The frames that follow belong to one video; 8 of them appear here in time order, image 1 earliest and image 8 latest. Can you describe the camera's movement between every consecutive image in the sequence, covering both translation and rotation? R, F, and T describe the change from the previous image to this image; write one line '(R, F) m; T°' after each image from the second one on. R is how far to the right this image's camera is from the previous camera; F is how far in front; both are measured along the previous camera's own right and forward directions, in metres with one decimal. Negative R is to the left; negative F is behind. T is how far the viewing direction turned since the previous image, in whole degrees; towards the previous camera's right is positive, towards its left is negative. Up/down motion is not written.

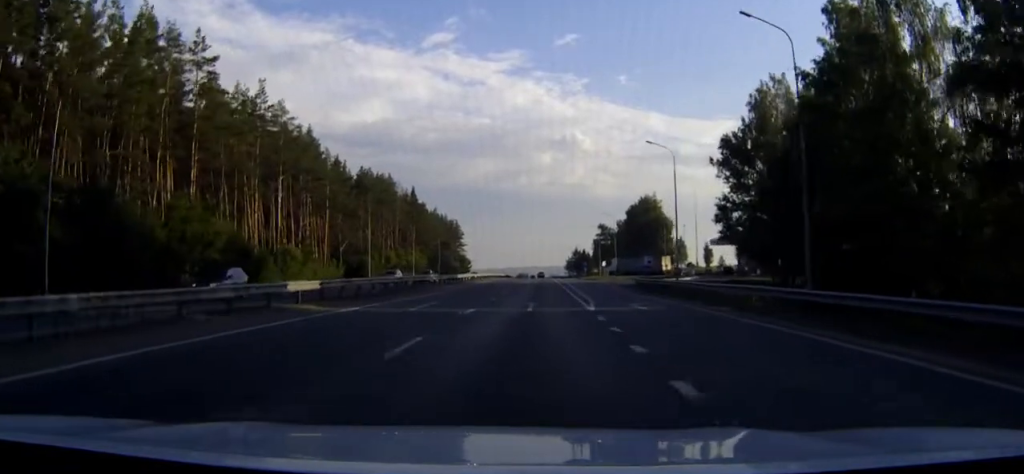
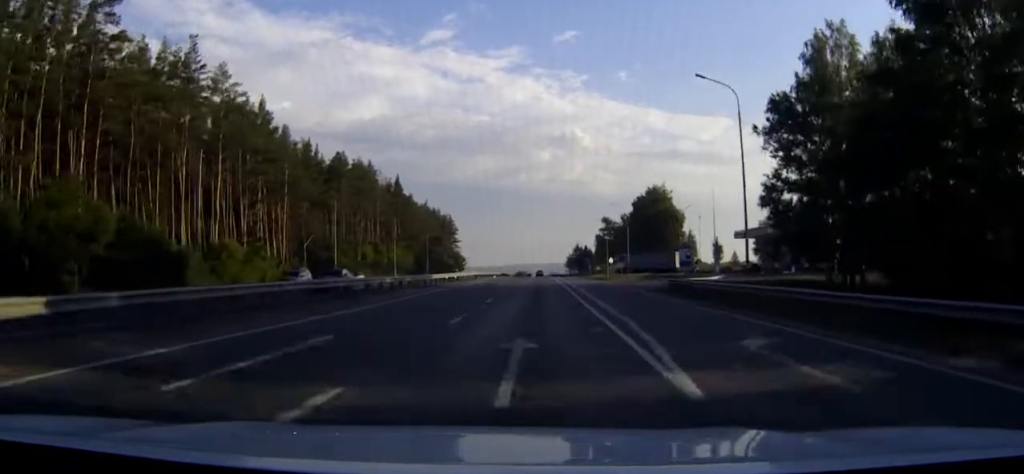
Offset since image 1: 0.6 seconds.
(0.0, +16.4) m; 0°
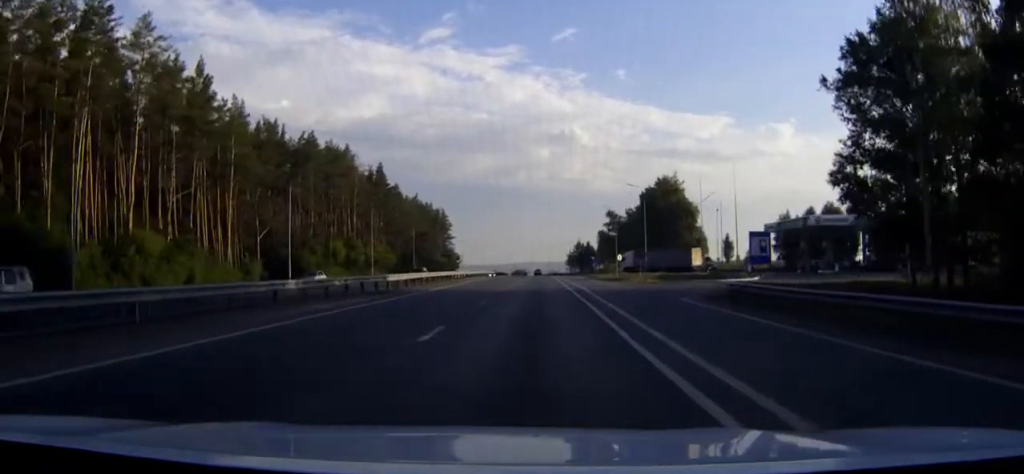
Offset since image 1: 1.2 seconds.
(0.0, +15.6) m; 0°
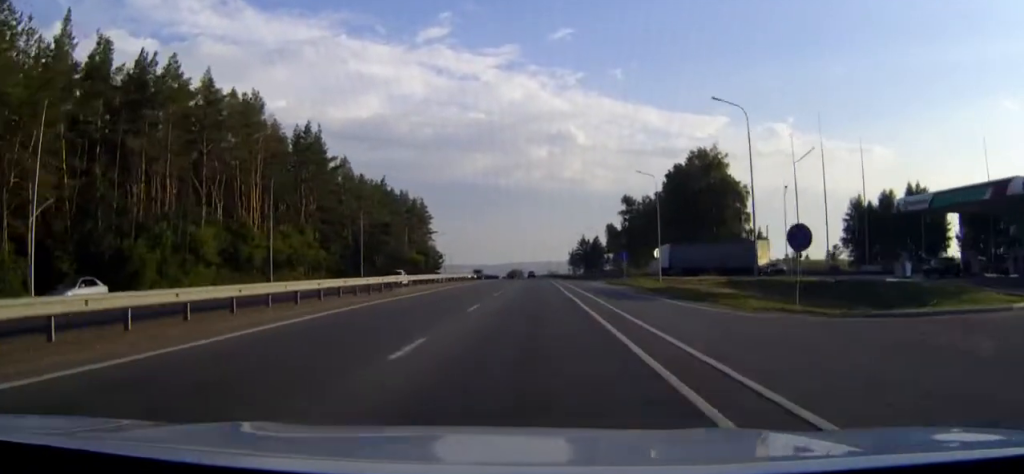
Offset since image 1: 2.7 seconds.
(+0.1, +38.9) m; 0°
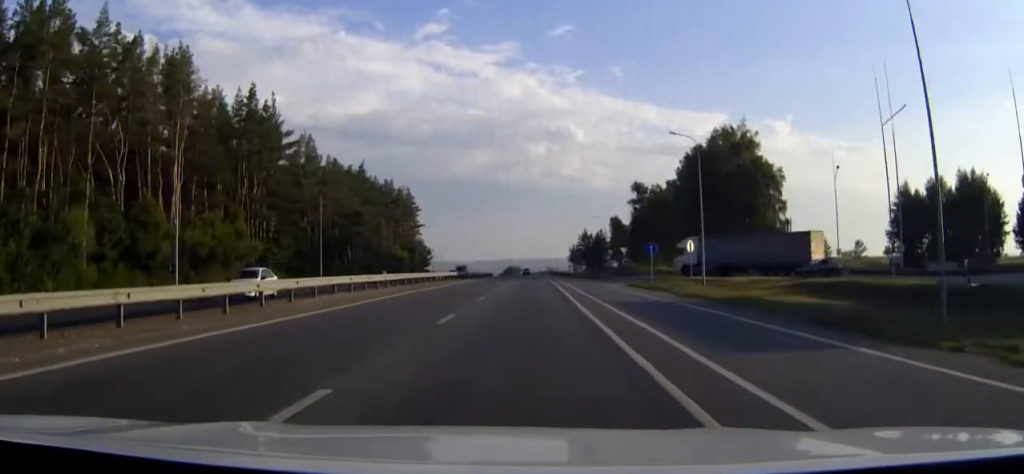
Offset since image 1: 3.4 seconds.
(0.0, +18.0) m; 0°
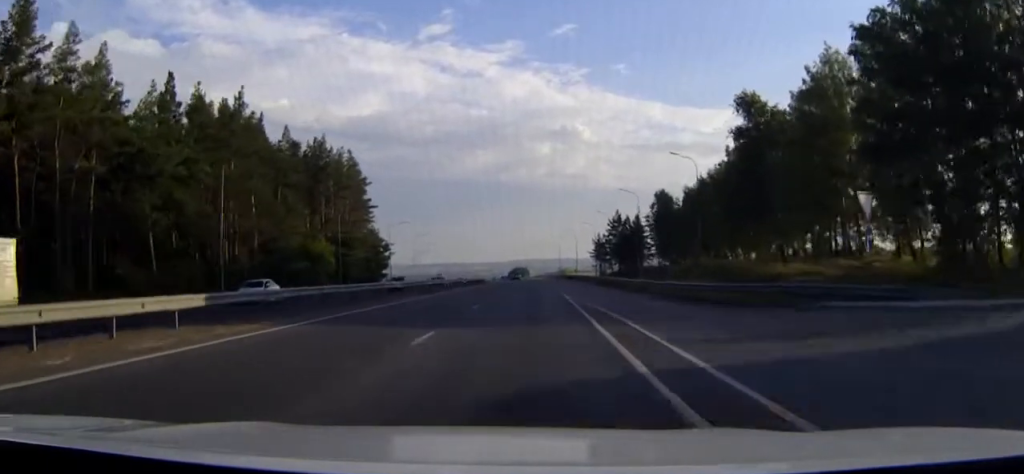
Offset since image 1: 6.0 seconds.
(-0.2, +63.3) m; 0°
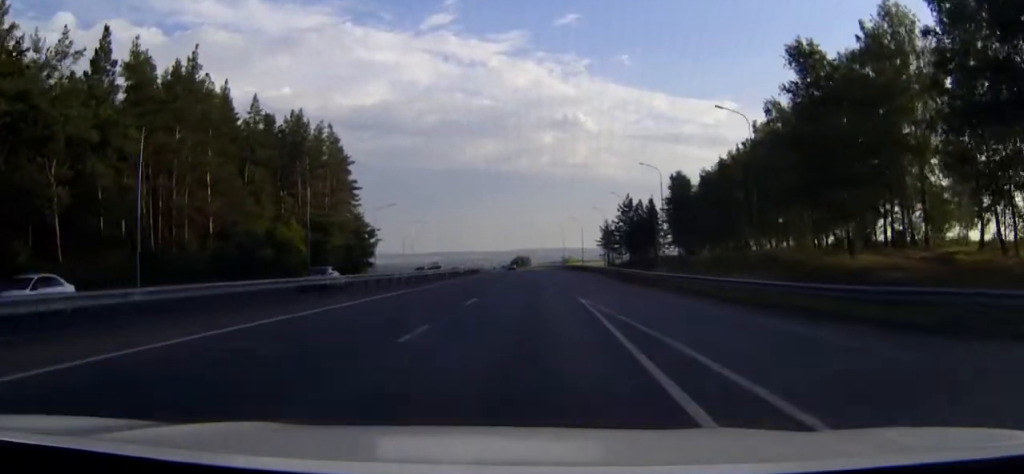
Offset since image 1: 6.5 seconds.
(0.0, +13.0) m; 0°
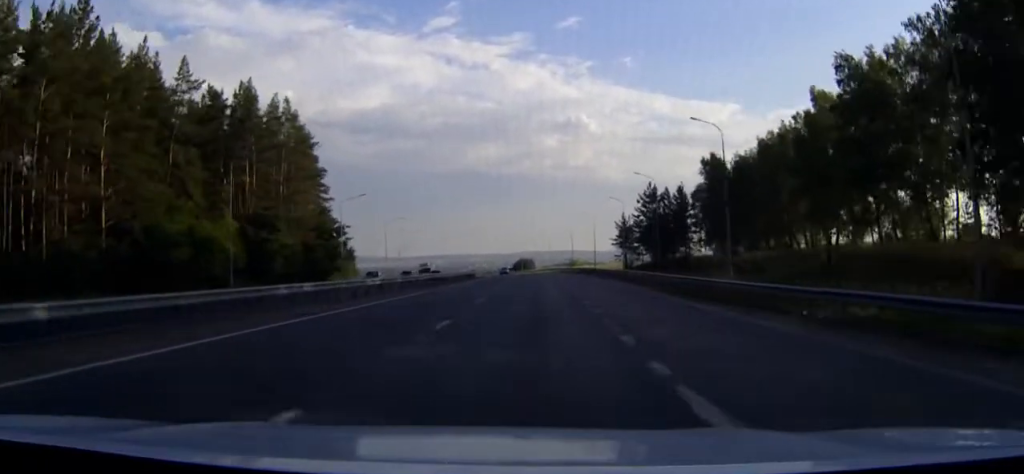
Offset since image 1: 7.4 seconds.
(0.0, +21.0) m; 0°
